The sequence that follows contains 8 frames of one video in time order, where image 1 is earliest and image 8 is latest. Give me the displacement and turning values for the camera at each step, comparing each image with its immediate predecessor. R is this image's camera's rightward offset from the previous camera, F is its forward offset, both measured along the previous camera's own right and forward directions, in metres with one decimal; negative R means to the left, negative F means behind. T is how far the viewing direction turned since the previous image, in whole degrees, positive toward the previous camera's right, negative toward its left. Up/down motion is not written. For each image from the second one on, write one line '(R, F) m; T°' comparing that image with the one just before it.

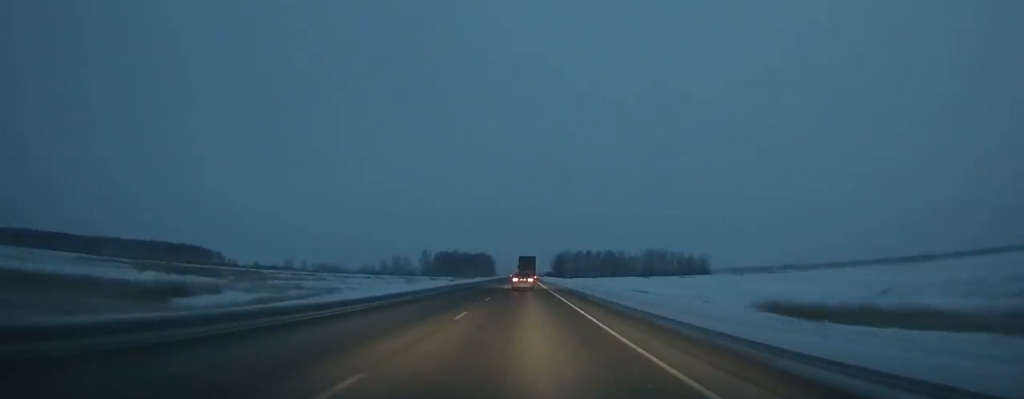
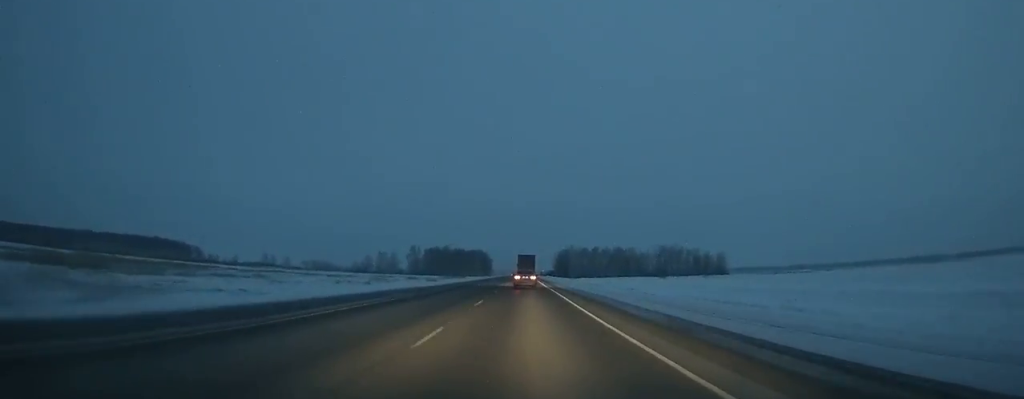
(+0.1, +43.0) m; 0°
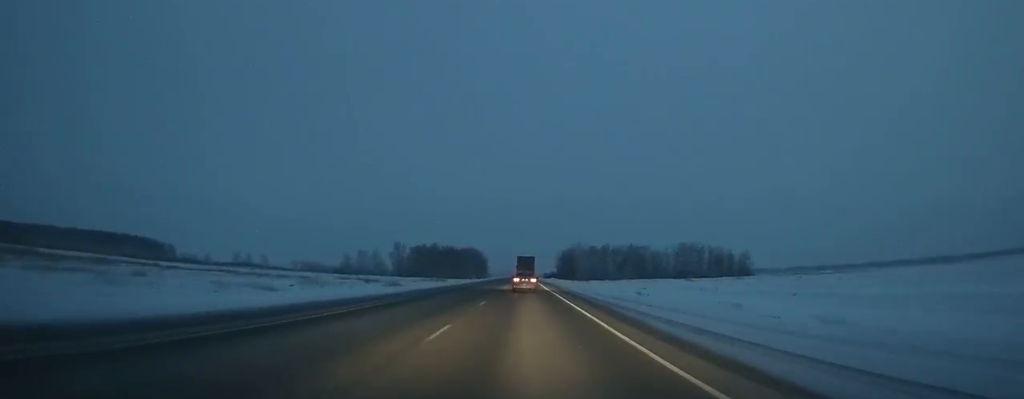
(0.0, +45.6) m; 0°
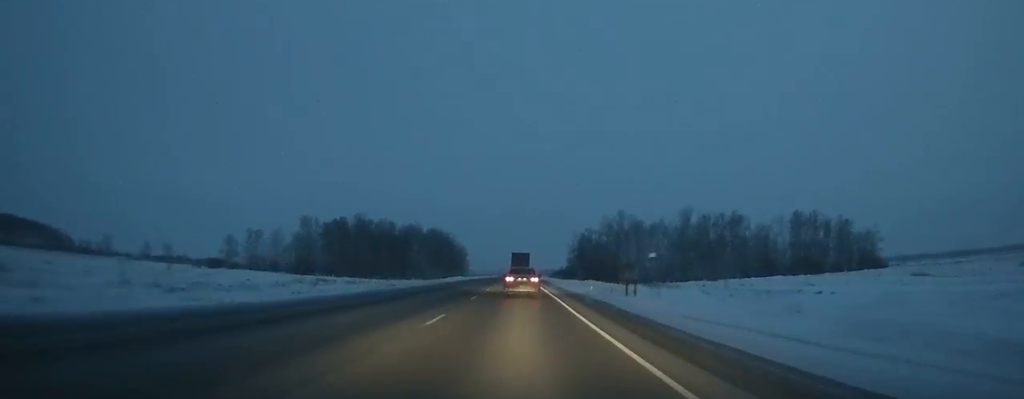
(-0.3, +139.1) m; 0°
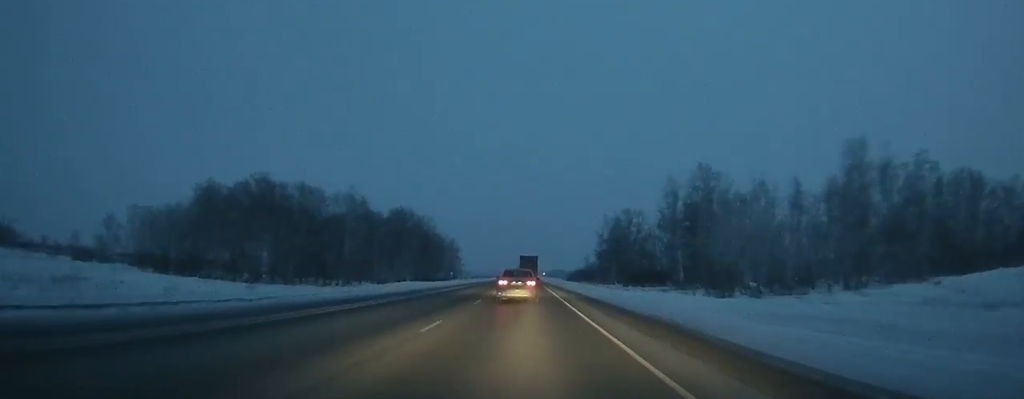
(-0.1, +73.5) m; 0°
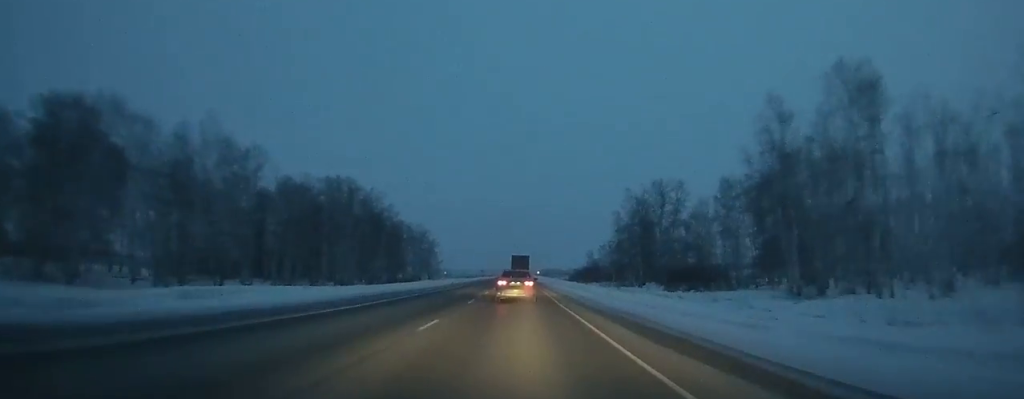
(+0.3, +48.6) m; 0°
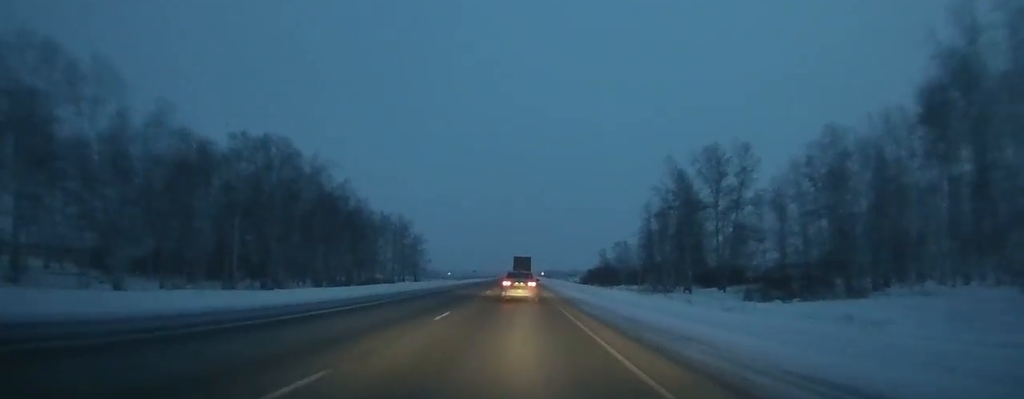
(-0.1, +33.3) m; 0°
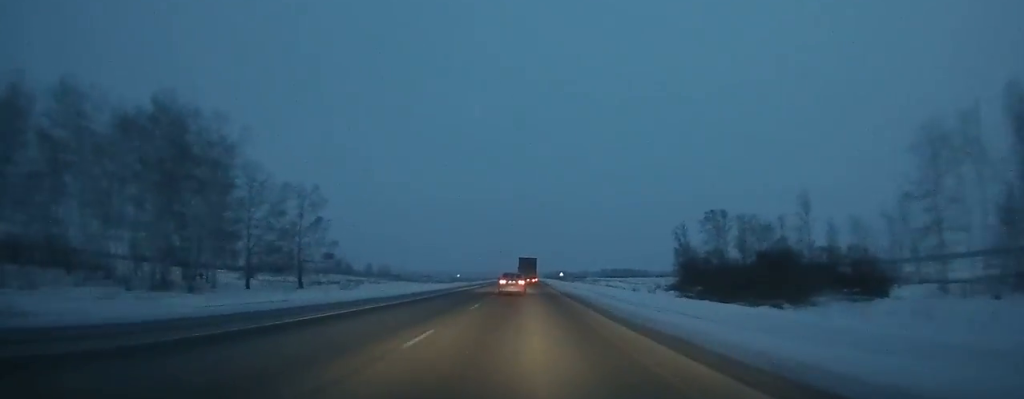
(-0.3, +103.5) m; 0°
